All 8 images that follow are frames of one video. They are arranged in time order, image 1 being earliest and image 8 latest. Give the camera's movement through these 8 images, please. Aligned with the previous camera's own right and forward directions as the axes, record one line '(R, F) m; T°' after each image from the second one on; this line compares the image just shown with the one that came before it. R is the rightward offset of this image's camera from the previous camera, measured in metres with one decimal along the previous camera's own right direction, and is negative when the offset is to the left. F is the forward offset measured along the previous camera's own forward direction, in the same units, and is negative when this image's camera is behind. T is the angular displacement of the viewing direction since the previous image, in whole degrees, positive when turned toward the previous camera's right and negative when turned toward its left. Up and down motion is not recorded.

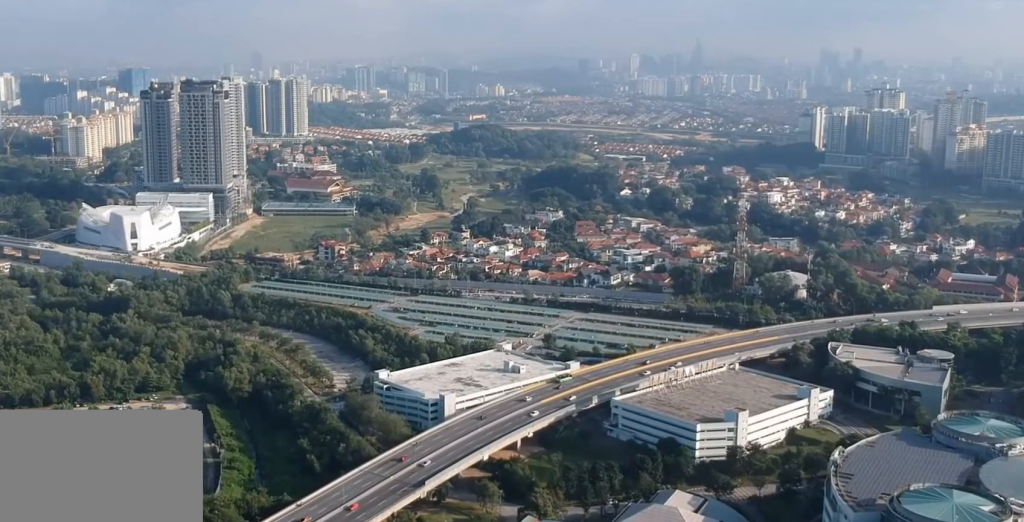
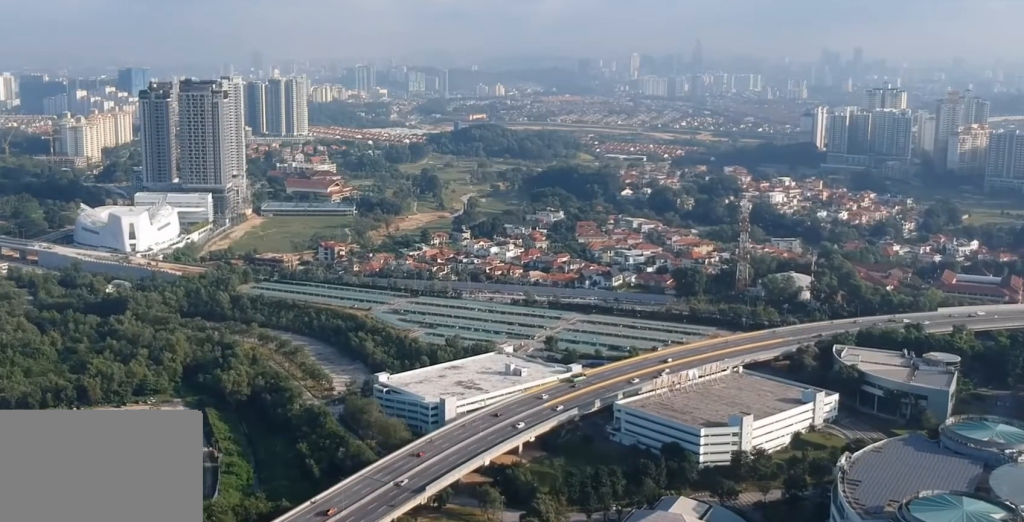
(0.0, +5.4) m; 0°
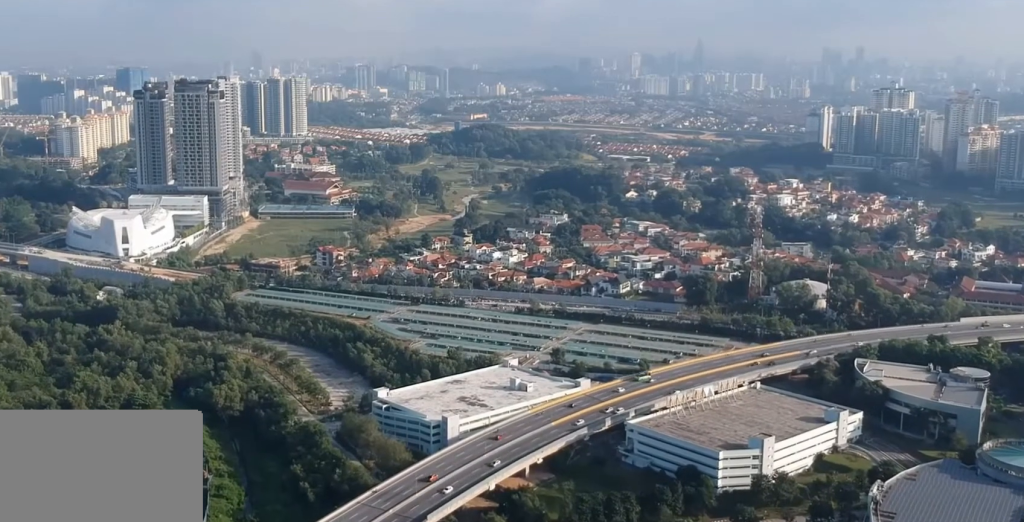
(+0.1, +23.8) m; 0°
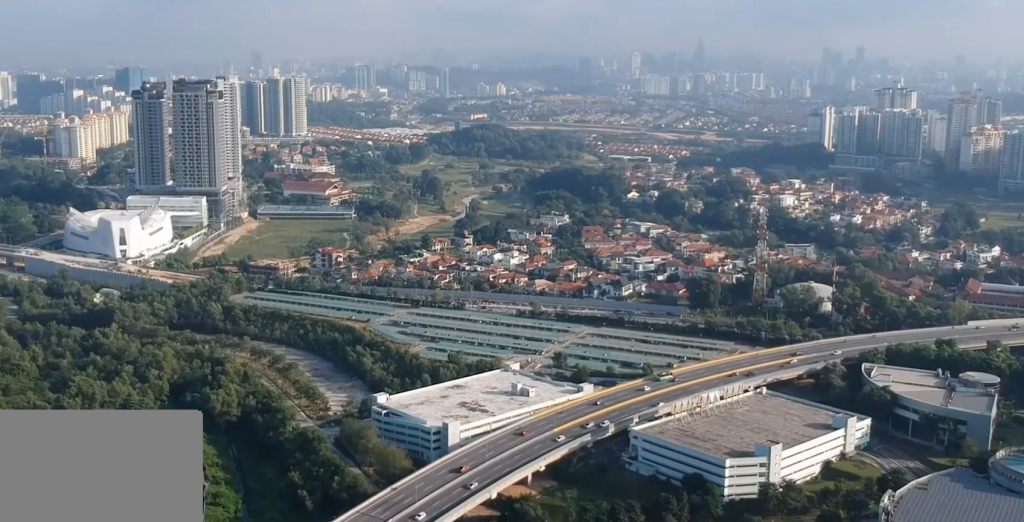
(0.0, +7.5) m; 0°
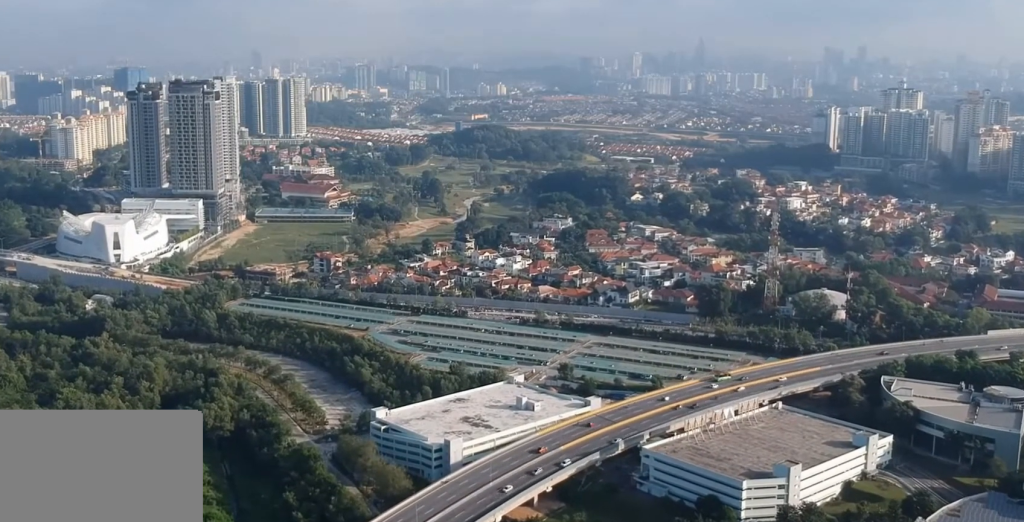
(+0.1, +19.9) m; 0°
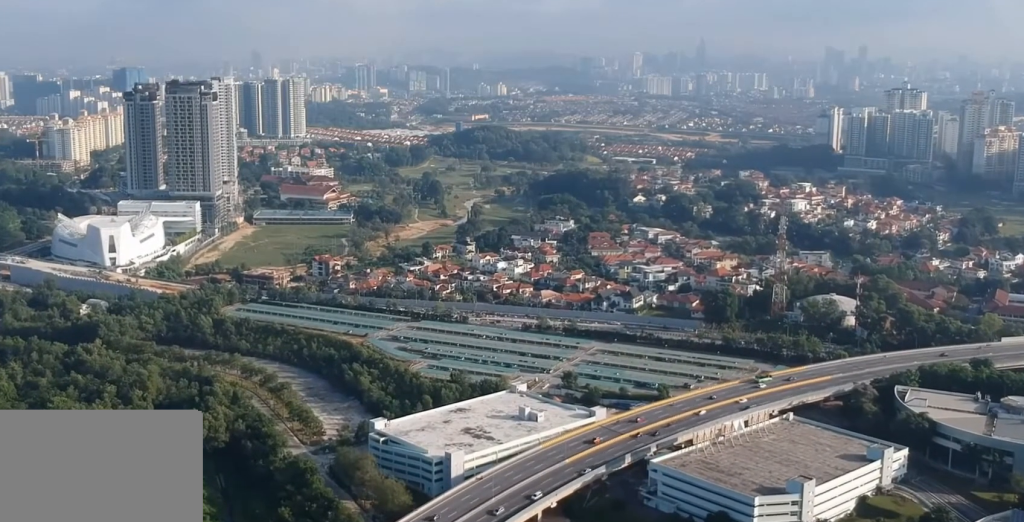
(0.0, +12.3) m; 0°
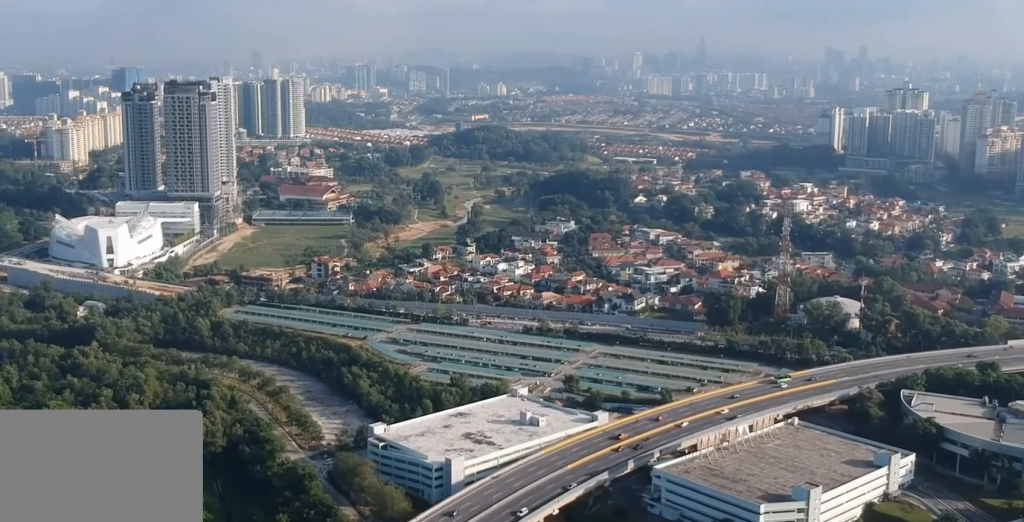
(0.0, +5.9) m; 0°
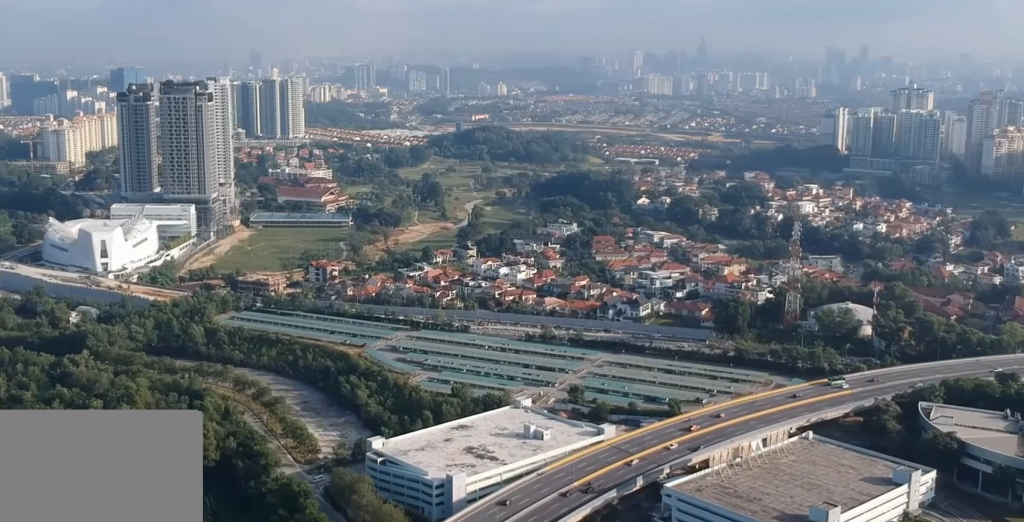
(0.0, +15.4) m; 0°
